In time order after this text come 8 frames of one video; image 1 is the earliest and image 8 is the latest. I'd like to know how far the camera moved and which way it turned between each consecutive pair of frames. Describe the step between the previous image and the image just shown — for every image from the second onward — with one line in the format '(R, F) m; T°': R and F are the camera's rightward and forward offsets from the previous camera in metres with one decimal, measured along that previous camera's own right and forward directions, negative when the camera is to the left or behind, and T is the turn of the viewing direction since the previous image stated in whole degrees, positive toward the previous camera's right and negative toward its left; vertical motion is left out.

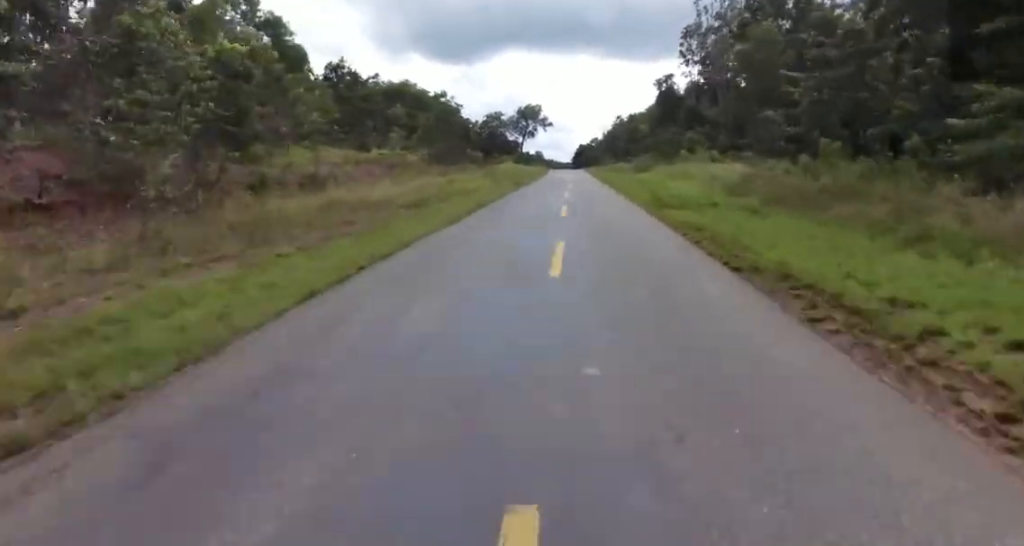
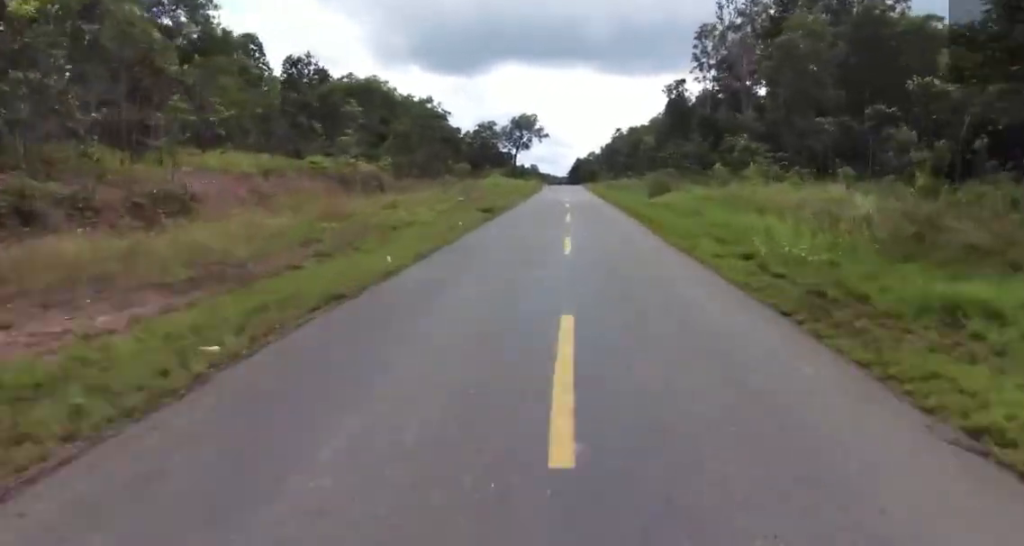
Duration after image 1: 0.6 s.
(-0.5, +13.1) m; -2°
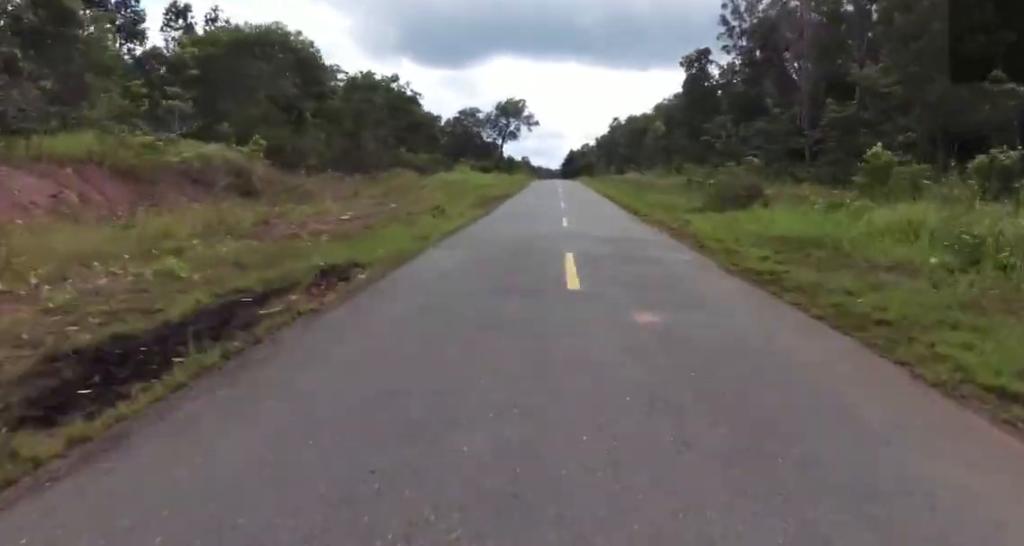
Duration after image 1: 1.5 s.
(0.0, +21.0) m; 0°
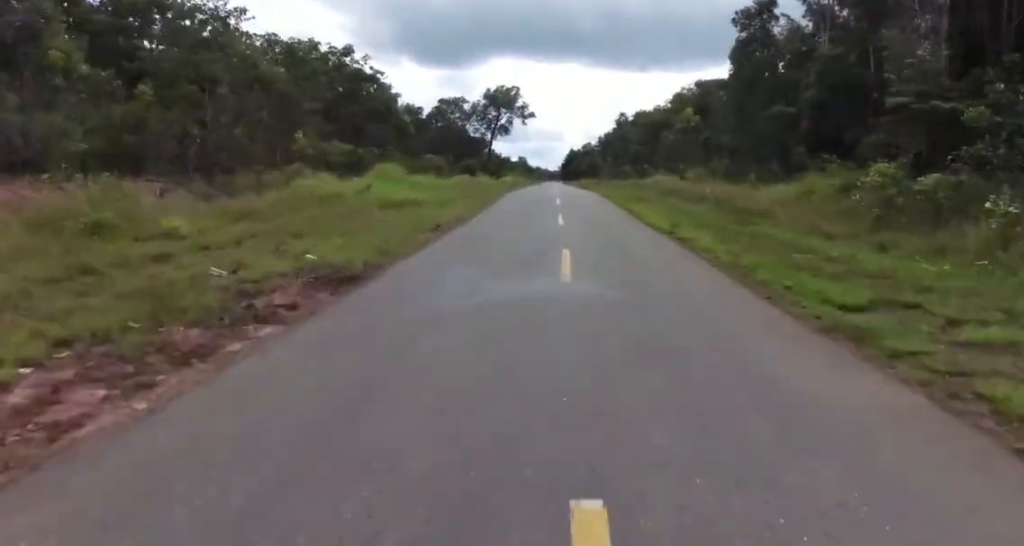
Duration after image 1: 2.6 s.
(0.0, +23.6) m; 0°
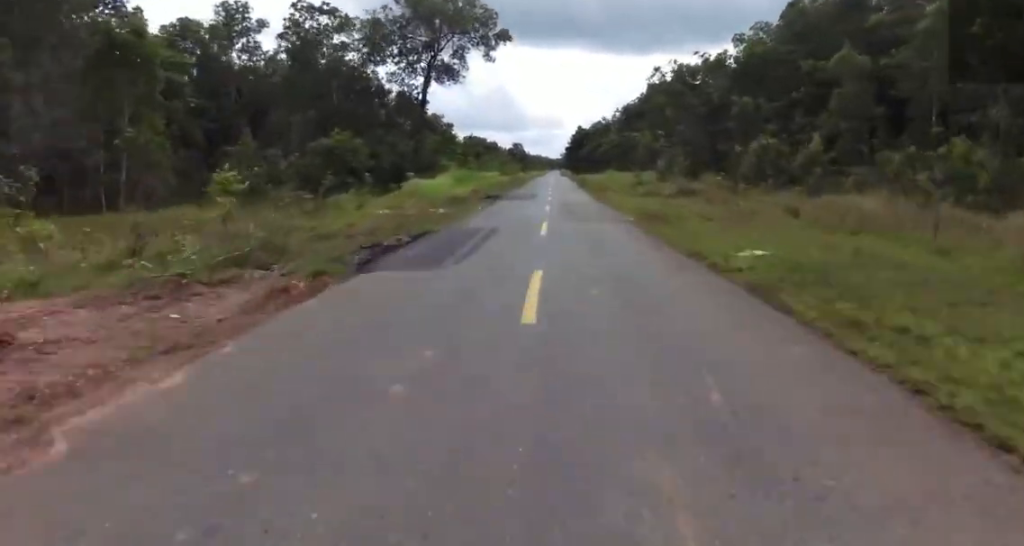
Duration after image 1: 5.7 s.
(+0.4, +67.8) m; +4°
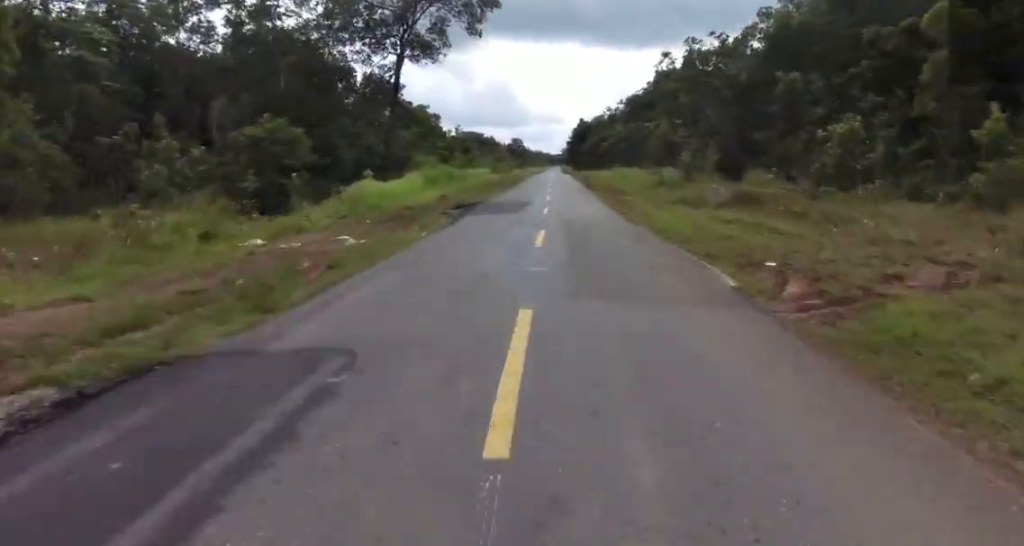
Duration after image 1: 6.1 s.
(+0.7, +10.6) m; 0°
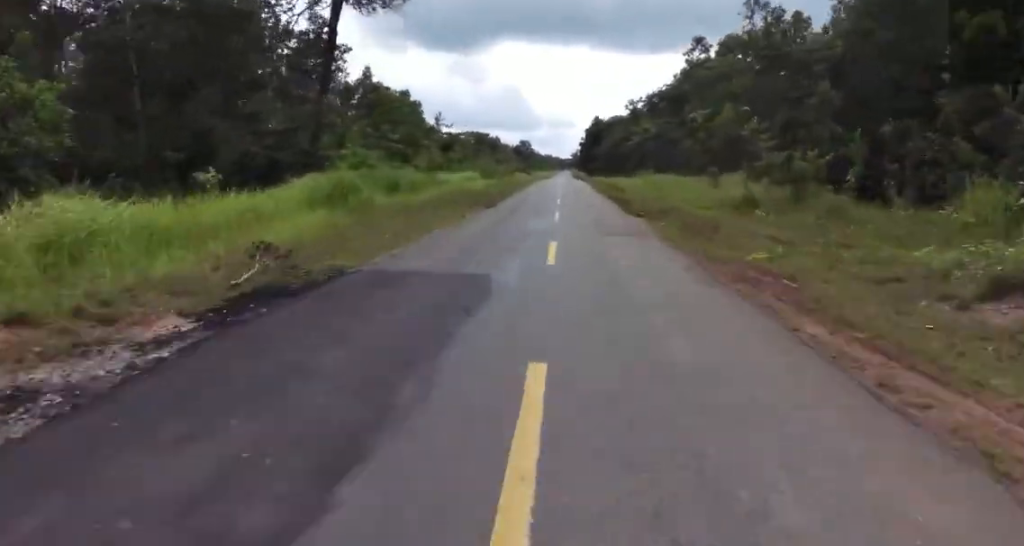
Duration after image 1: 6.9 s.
(+0.1, +17.7) m; -1°
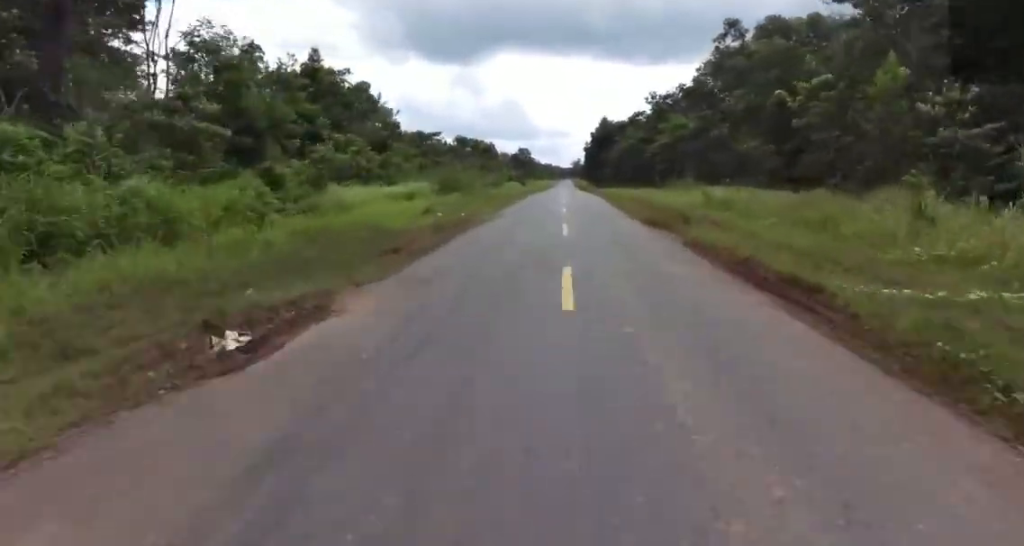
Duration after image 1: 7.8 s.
(-0.8, +19.4) m; -2°
